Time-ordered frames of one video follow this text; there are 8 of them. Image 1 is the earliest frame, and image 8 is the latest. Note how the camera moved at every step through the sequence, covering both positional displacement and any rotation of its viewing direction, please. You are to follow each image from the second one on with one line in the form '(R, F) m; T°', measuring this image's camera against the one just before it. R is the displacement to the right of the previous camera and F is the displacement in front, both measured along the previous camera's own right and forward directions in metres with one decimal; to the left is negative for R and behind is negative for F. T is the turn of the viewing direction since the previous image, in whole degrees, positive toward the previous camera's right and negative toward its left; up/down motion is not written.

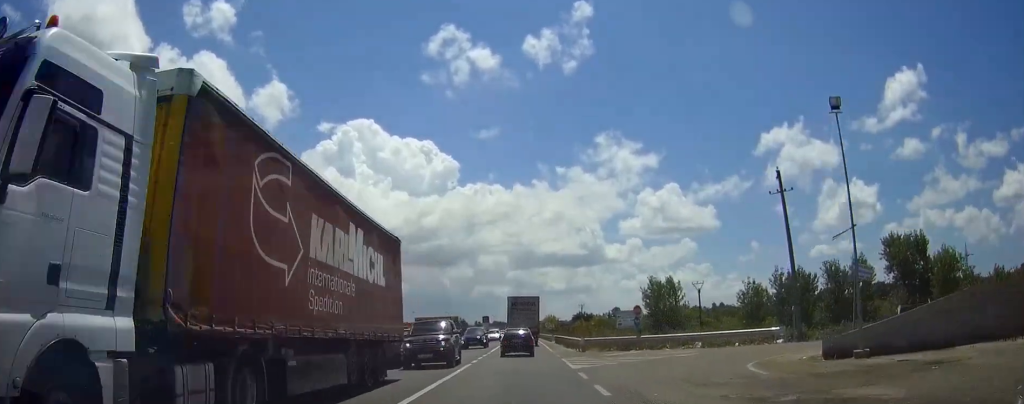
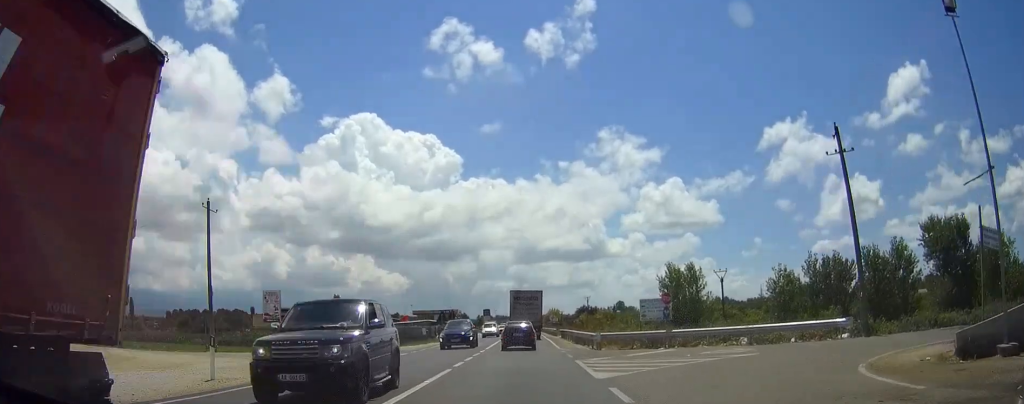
(0.0, +7.6) m; 0°
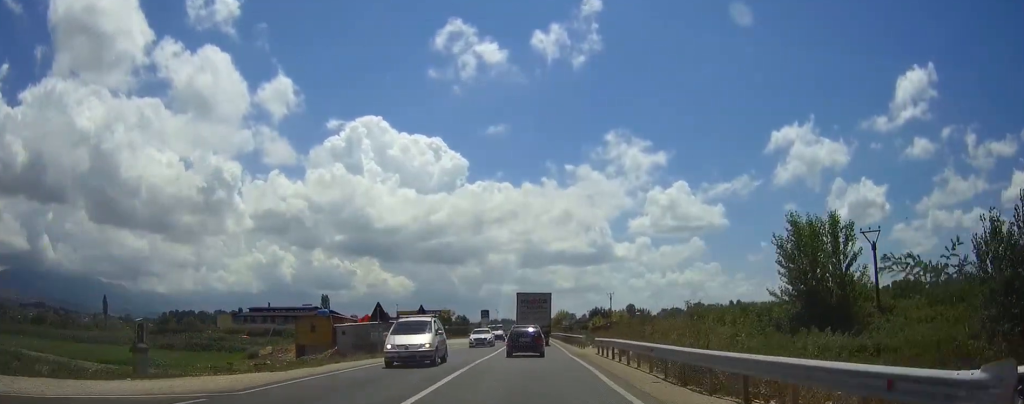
(0.0, +29.0) m; 0°
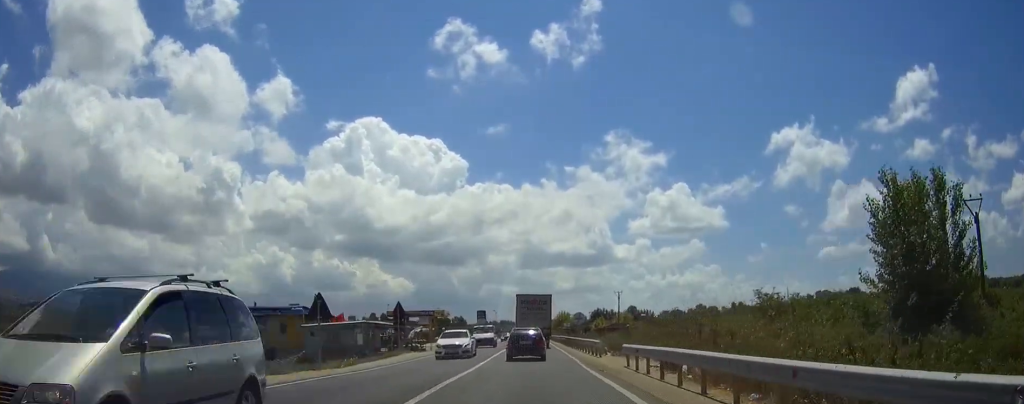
(0.0, +10.0) m; 0°
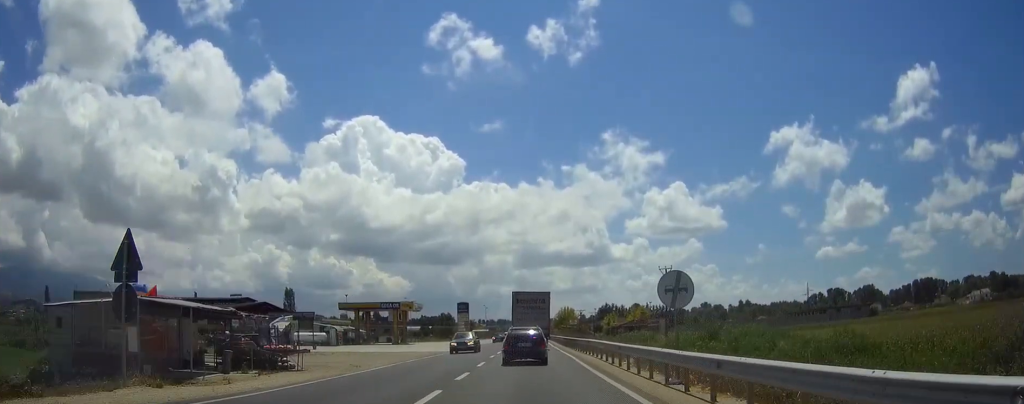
(-0.1, +34.0) m; 0°
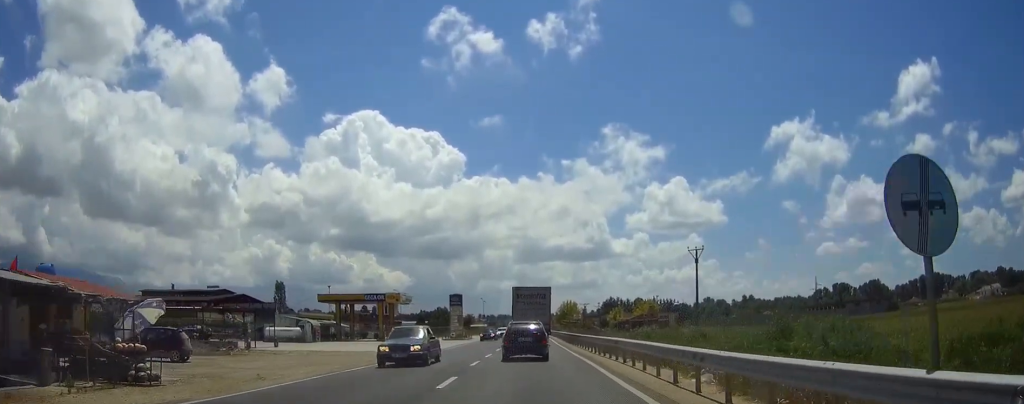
(0.0, +10.9) m; 0°
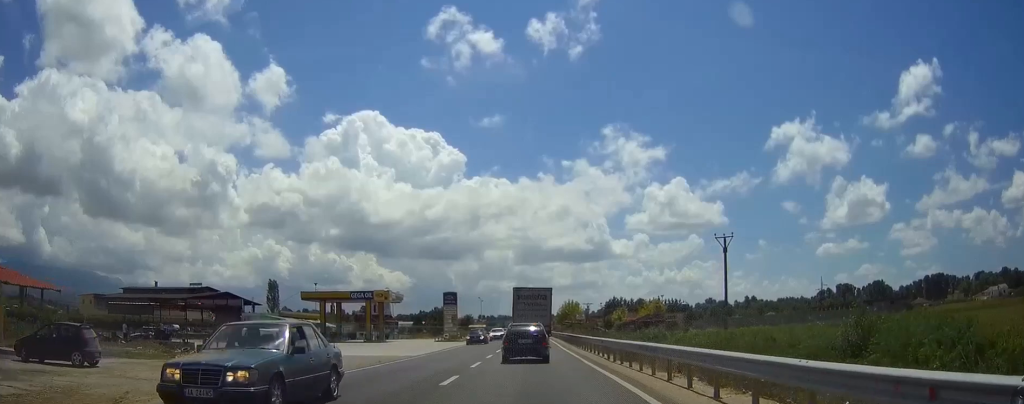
(0.0, +7.3) m; 0°
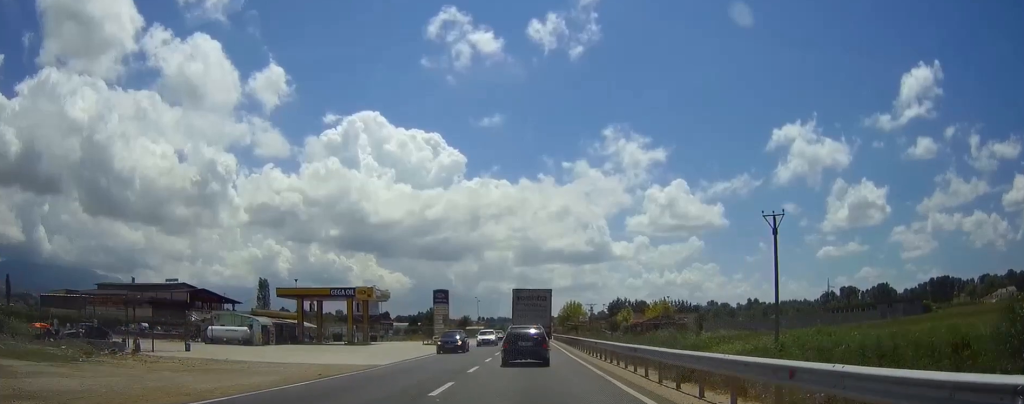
(0.0, +9.0) m; 0°
